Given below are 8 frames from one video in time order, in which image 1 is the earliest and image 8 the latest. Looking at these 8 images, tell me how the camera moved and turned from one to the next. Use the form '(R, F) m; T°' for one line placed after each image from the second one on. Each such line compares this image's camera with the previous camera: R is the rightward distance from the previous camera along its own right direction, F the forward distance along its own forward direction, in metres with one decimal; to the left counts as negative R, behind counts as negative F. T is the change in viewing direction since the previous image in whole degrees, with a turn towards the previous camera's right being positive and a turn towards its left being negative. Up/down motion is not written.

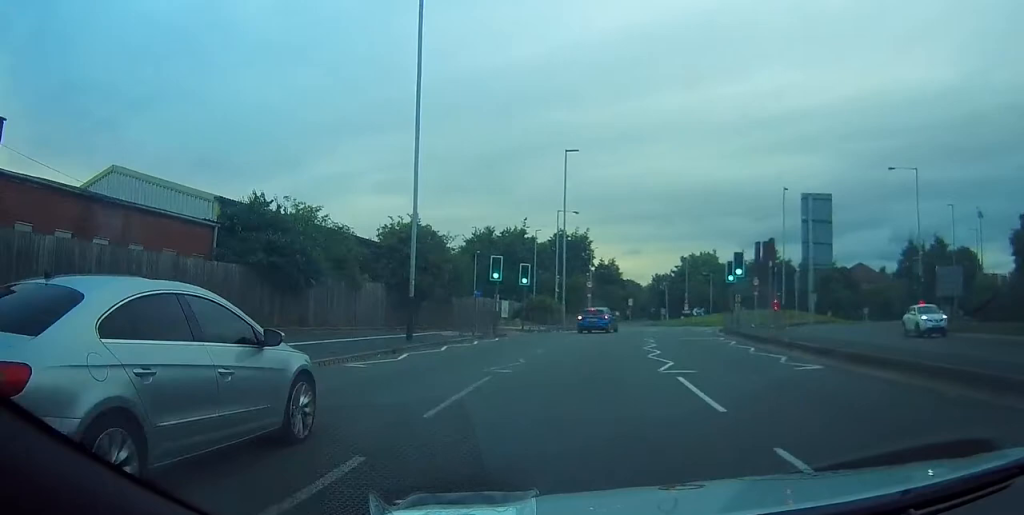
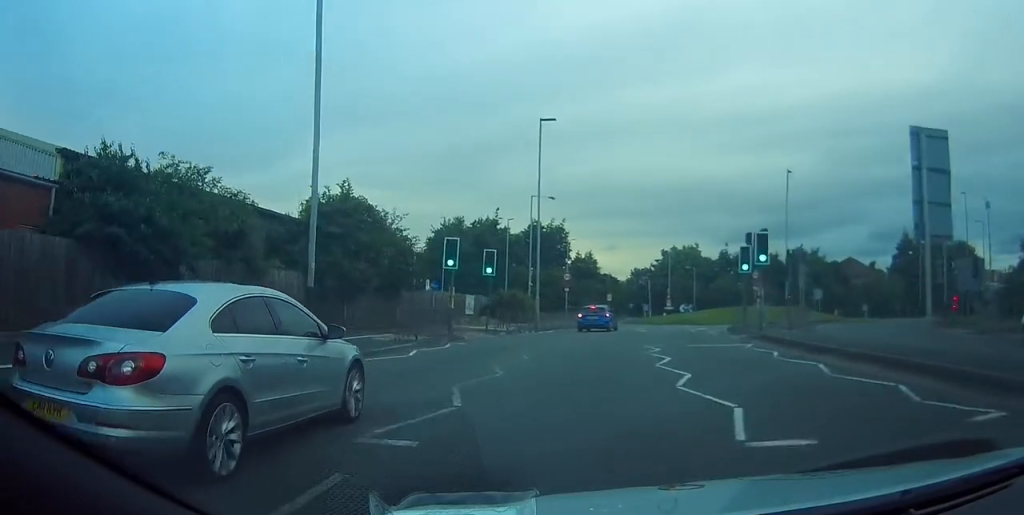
(0.0, +6.8) m; +2°
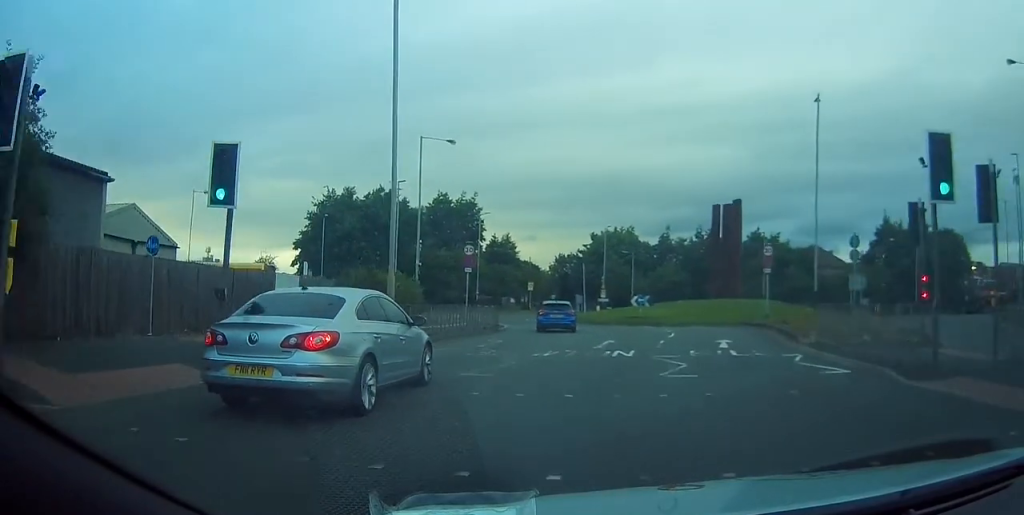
(+1.2, +19.8) m; +8°
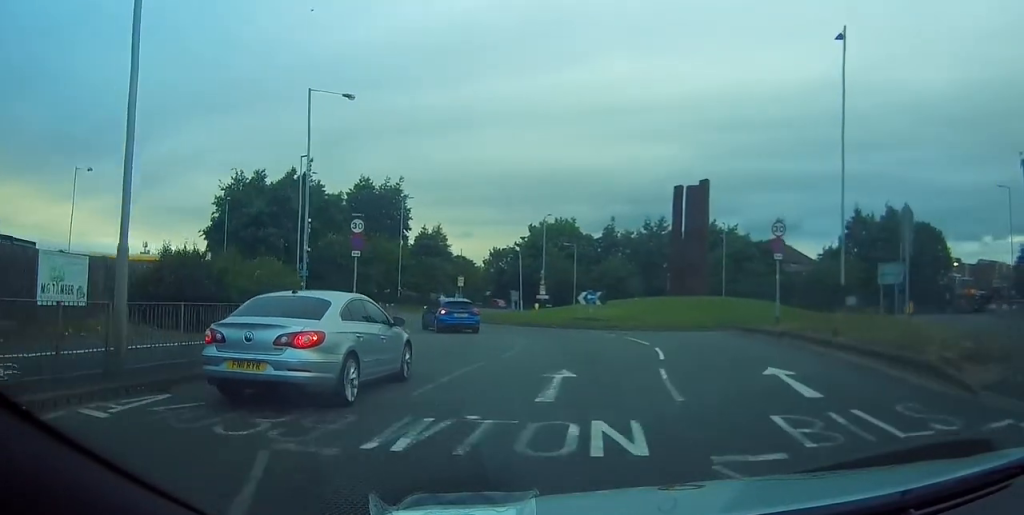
(+0.5, +10.2) m; +5°
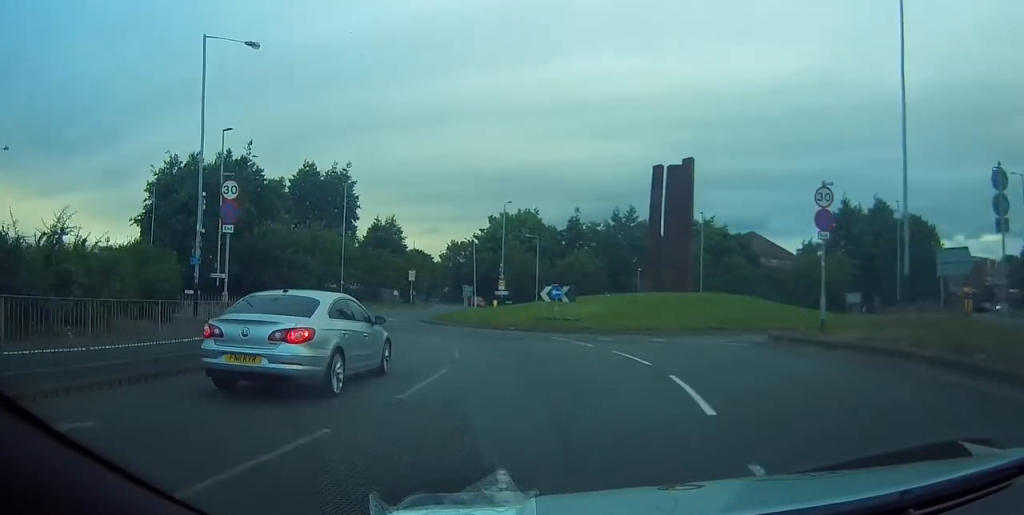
(+0.2, +7.7) m; +2°
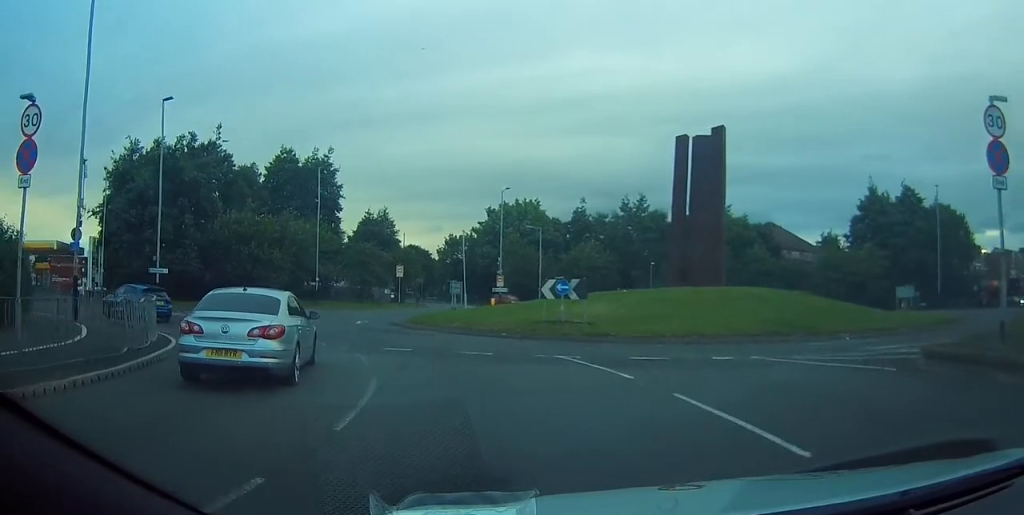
(+0.1, +8.4) m; -2°
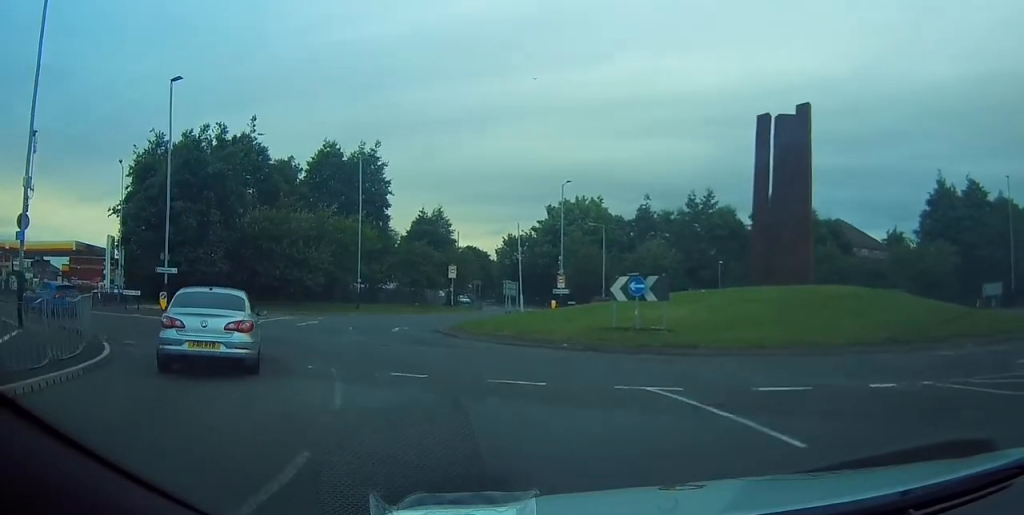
(-0.1, +5.2) m; -5°
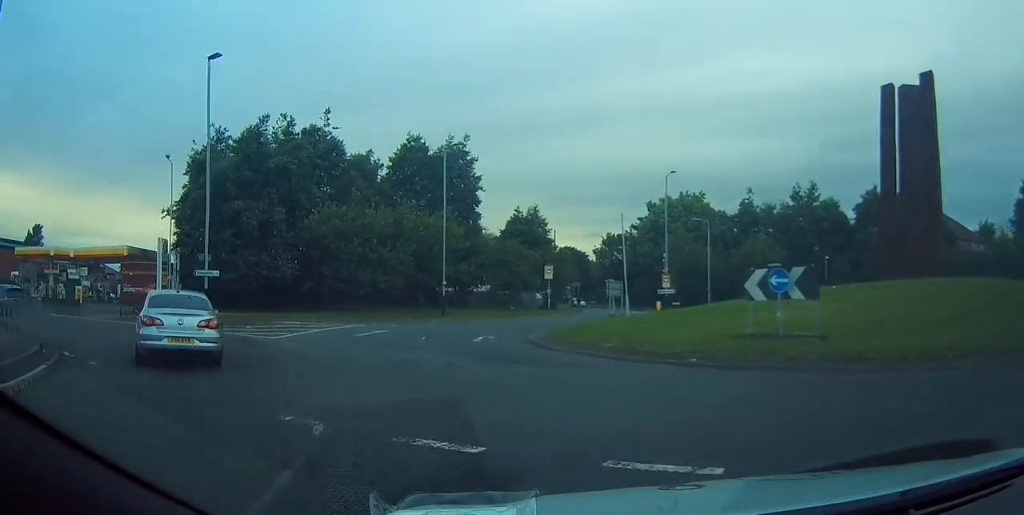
(-0.3, +5.2) m; -8°
